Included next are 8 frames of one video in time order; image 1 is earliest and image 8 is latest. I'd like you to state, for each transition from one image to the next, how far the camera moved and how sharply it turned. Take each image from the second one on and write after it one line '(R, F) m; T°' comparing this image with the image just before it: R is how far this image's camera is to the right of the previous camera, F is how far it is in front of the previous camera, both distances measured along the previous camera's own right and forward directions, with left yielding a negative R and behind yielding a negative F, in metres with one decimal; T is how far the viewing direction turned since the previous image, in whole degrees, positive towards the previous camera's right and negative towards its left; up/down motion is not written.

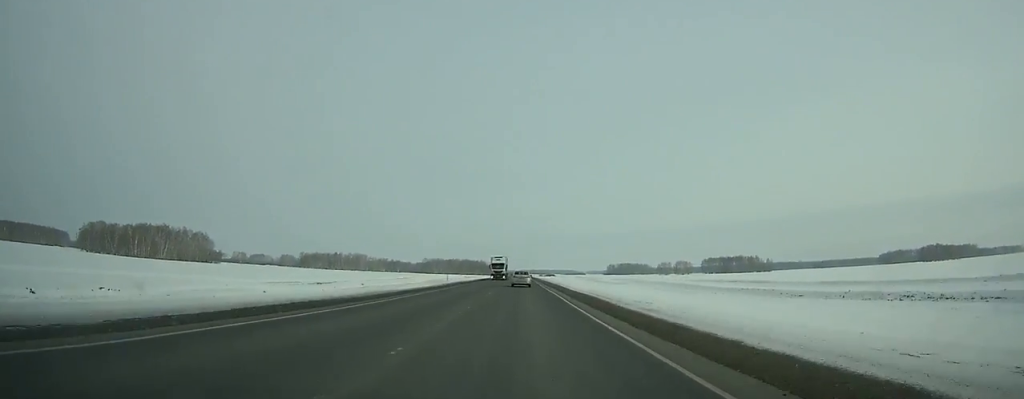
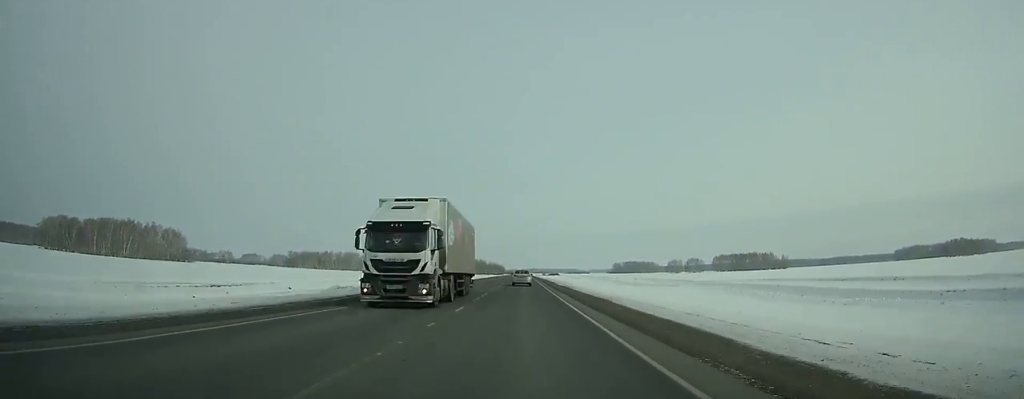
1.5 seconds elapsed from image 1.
(0.0, +43.4) m; 0°
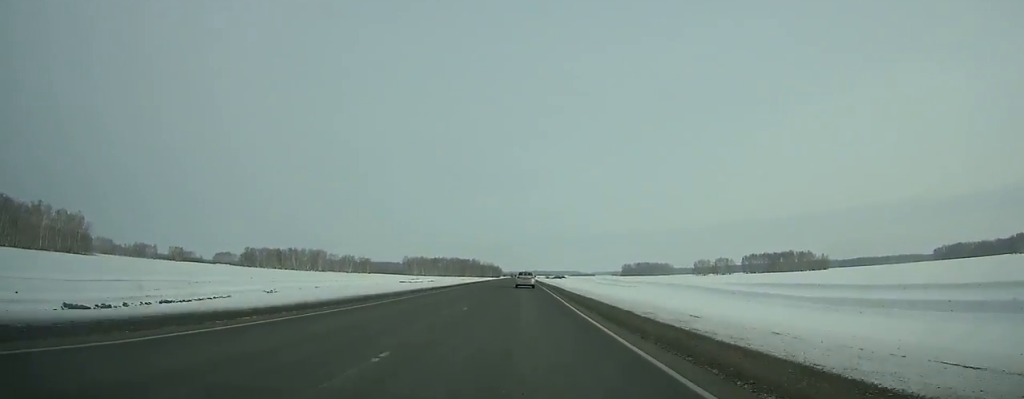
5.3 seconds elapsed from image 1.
(-0.2, +109.6) m; 0°
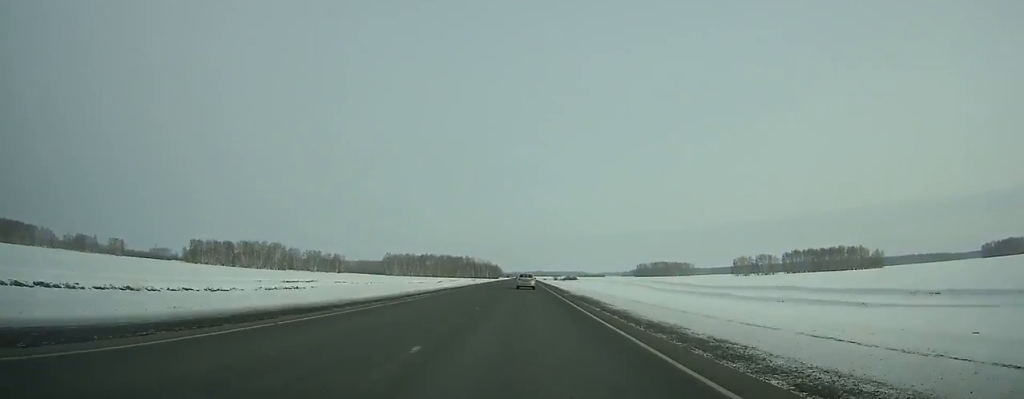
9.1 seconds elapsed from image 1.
(-0.2, +109.3) m; 0°
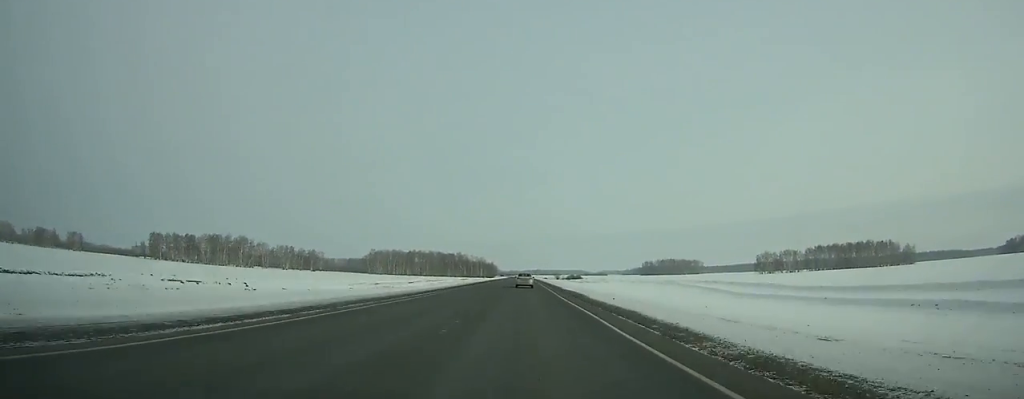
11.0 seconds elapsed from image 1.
(0.0, +54.7) m; 0°
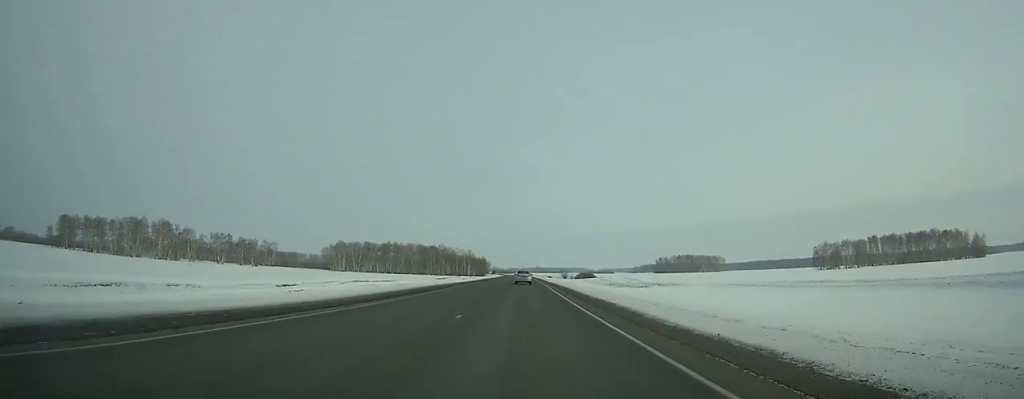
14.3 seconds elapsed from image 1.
(+0.3, +95.3) m; 0°
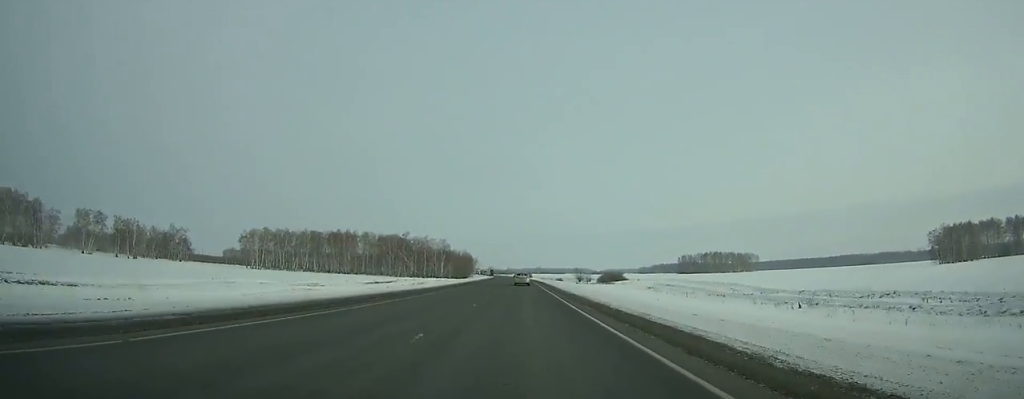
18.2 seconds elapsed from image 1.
(-0.4, +112.7) m; 0°
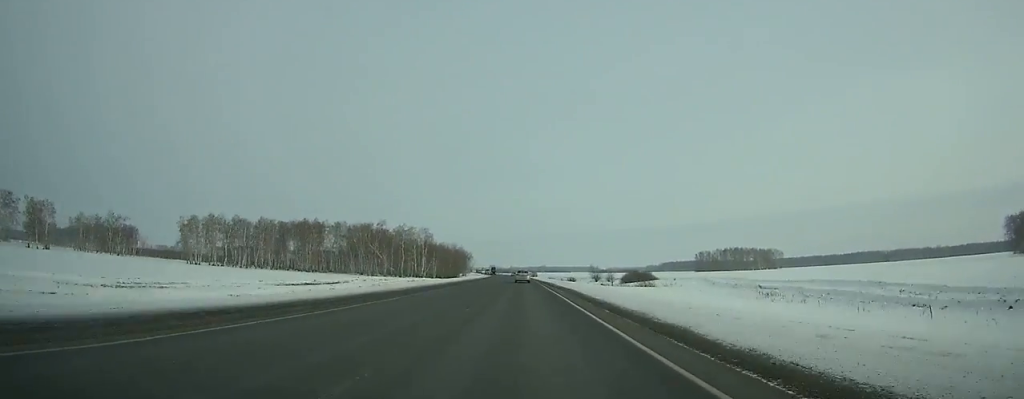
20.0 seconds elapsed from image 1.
(-0.1, +51.9) m; 0°
